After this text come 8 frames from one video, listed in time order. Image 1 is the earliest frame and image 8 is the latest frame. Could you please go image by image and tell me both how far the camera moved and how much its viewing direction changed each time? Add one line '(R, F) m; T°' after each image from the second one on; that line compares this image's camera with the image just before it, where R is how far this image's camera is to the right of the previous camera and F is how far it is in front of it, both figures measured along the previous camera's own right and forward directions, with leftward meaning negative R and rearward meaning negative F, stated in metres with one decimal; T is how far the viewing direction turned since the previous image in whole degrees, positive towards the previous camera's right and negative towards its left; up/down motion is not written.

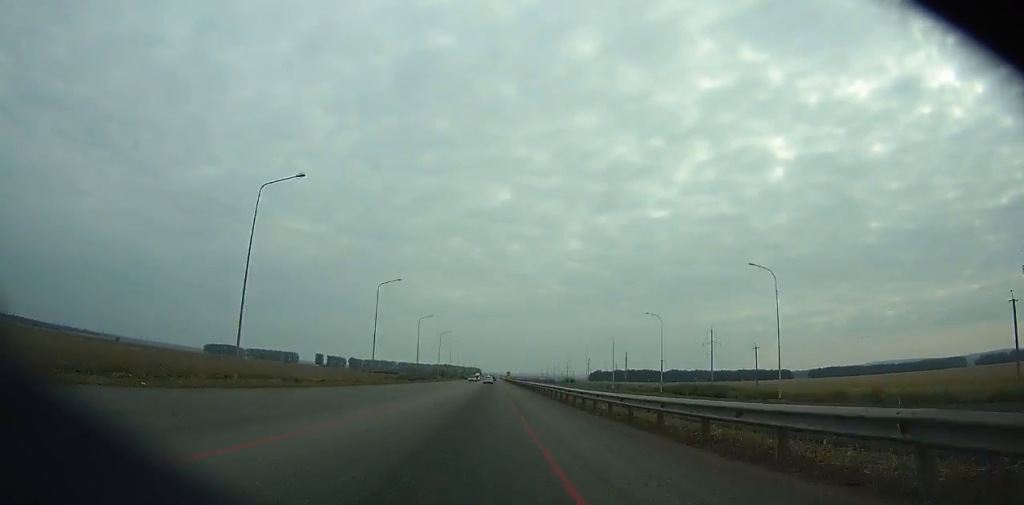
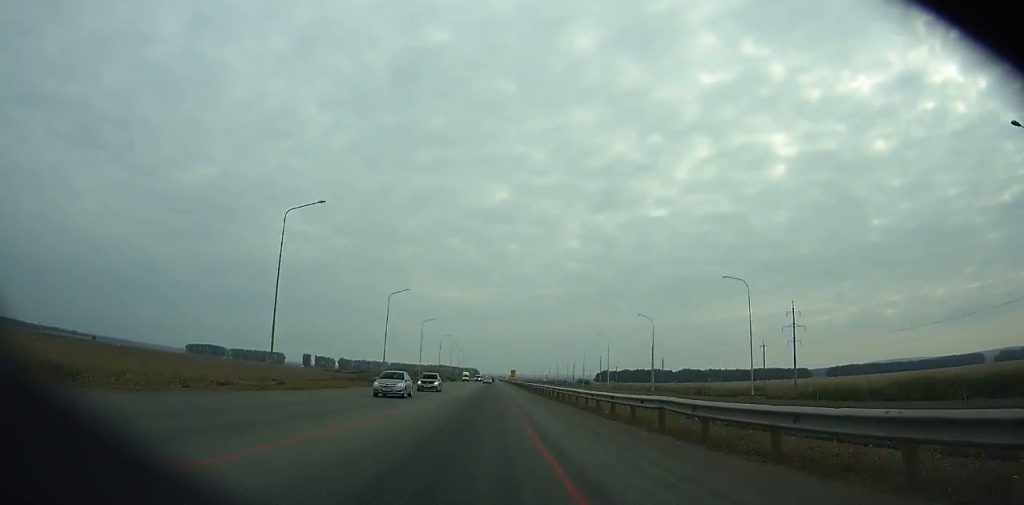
(0.0, +65.5) m; 0°
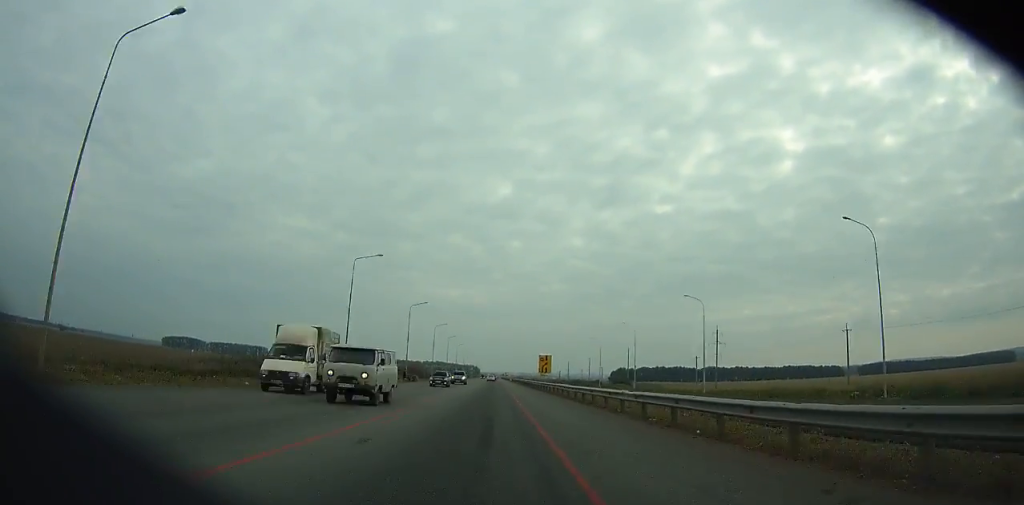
(+0.2, +89.2) m; 0°
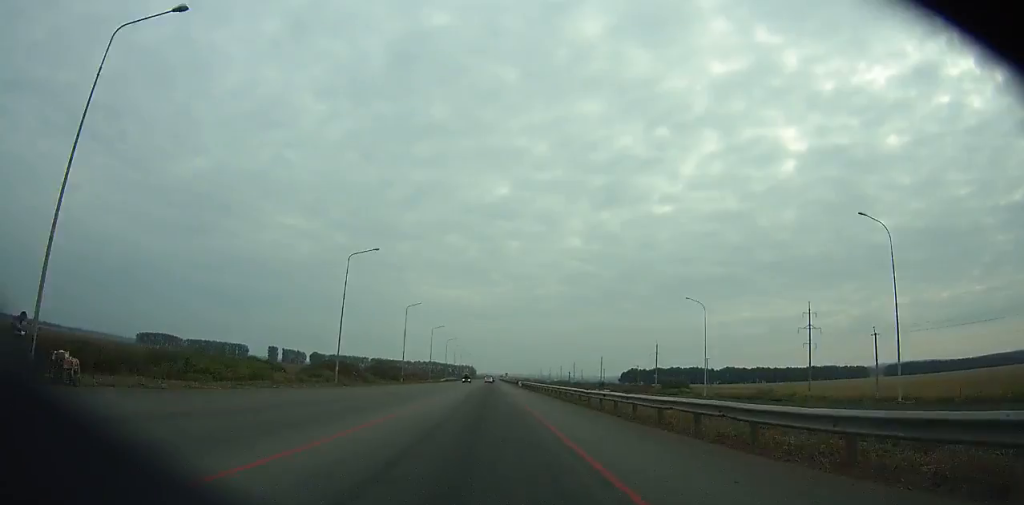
(+0.1, +70.6) m; 0°
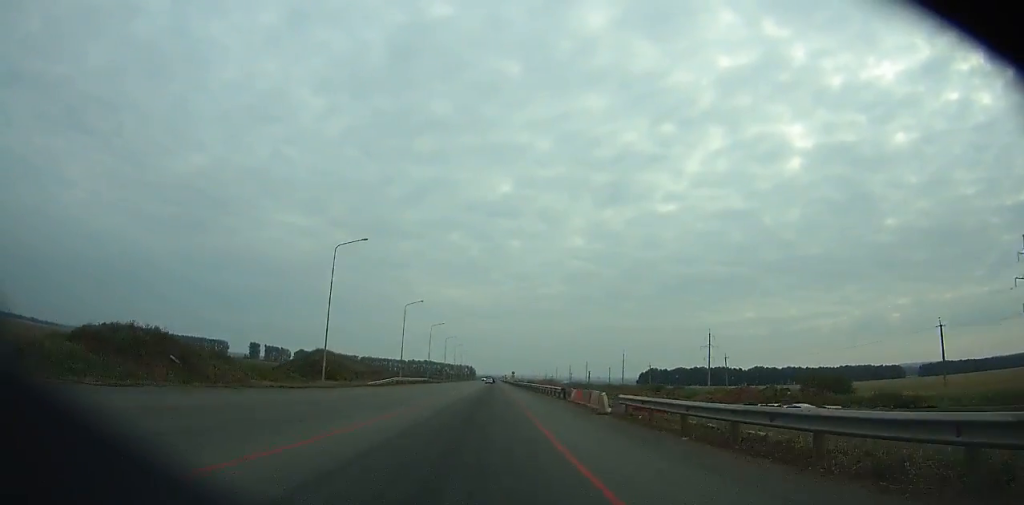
(+0.1, +76.0) m; 0°
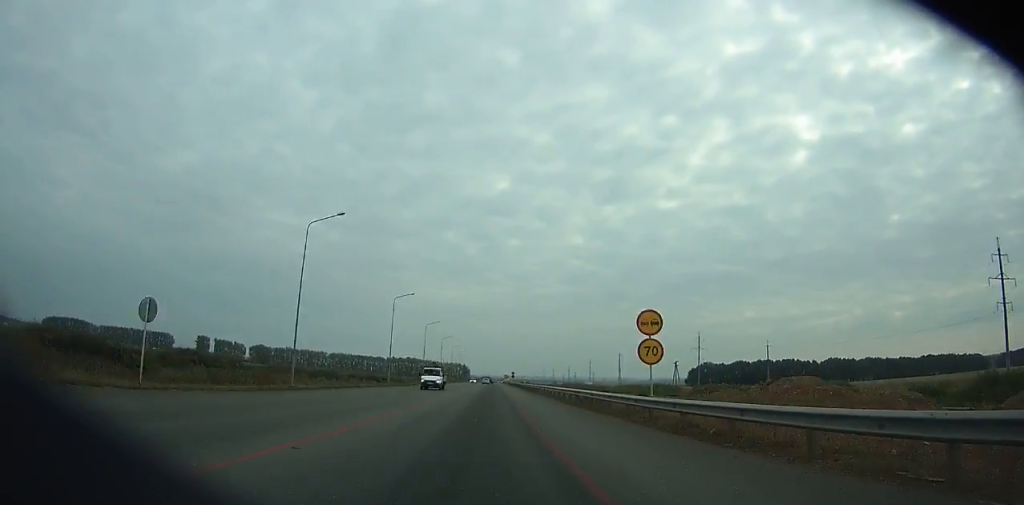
(-0.5, +146.5) m; -1°
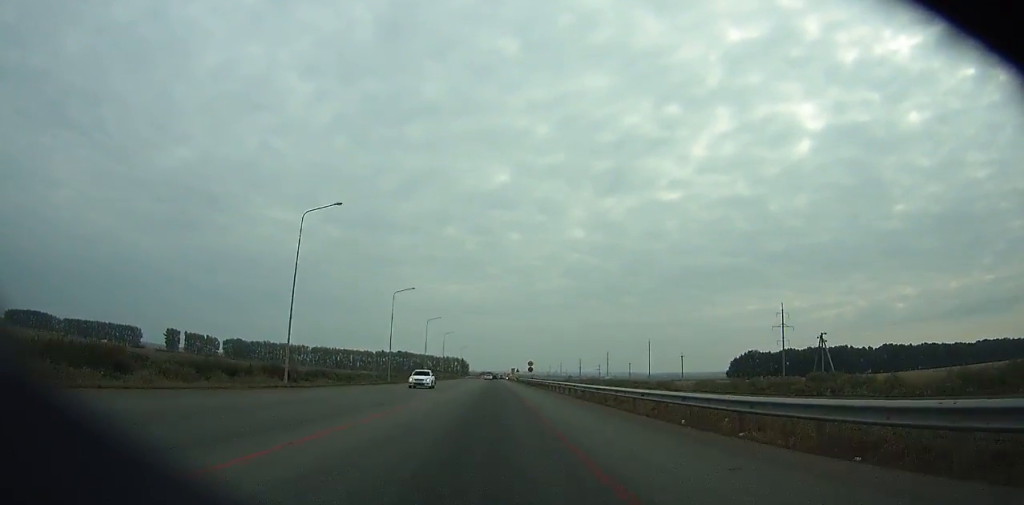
(-0.1, +70.9) m; 0°
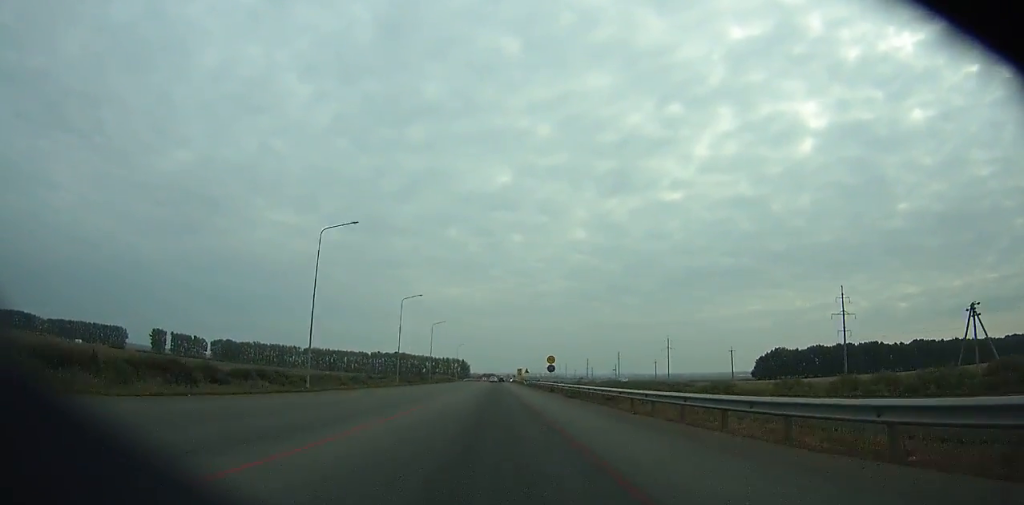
(0.0, +30.8) m; 0°
